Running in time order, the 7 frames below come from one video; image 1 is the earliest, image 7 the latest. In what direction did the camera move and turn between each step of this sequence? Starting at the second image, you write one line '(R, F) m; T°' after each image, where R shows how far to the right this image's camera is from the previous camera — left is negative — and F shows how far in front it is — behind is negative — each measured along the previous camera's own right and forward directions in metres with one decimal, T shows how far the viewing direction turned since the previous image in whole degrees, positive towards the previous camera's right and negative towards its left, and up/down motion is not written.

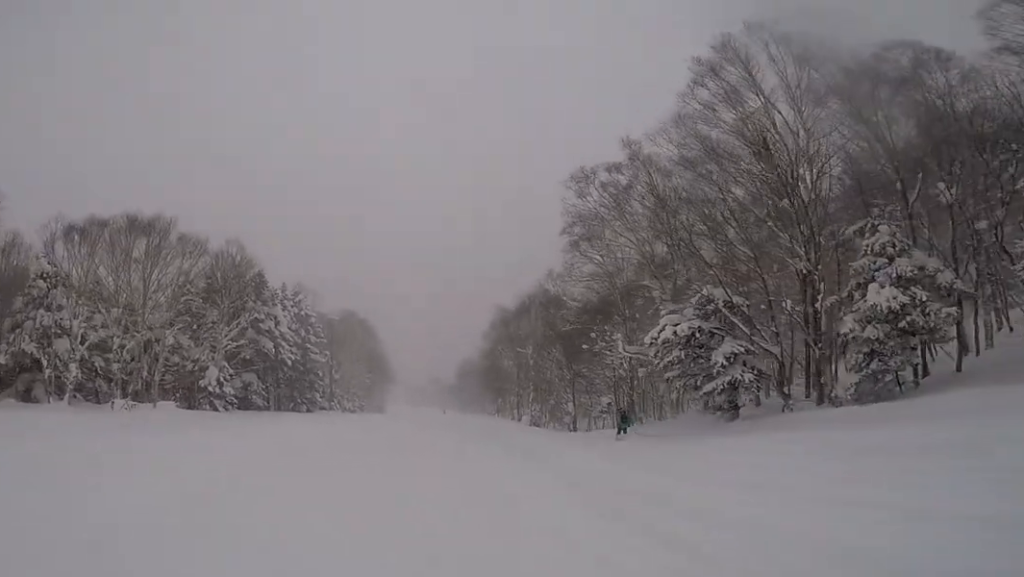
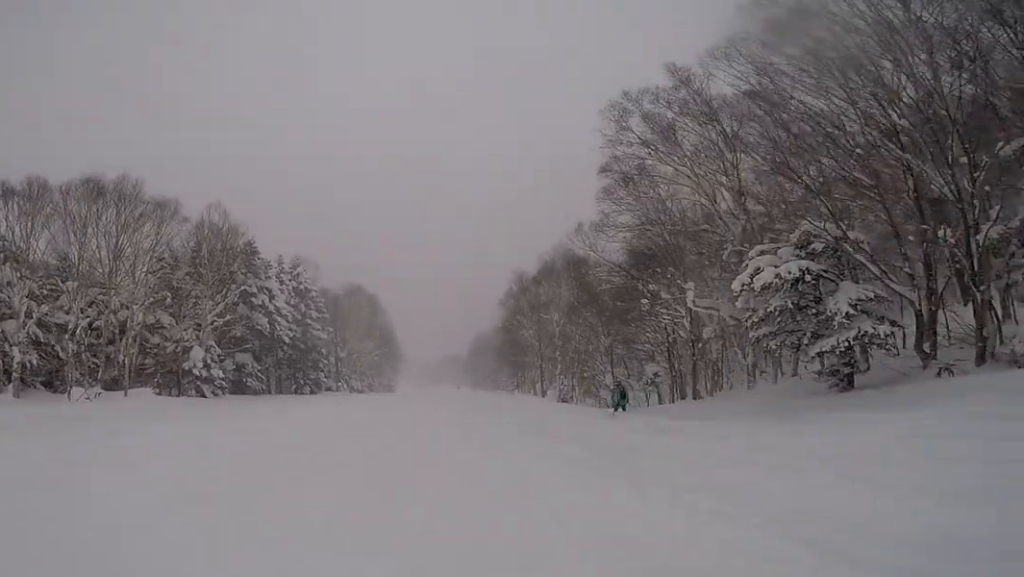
(-0.6, +4.3) m; 0°
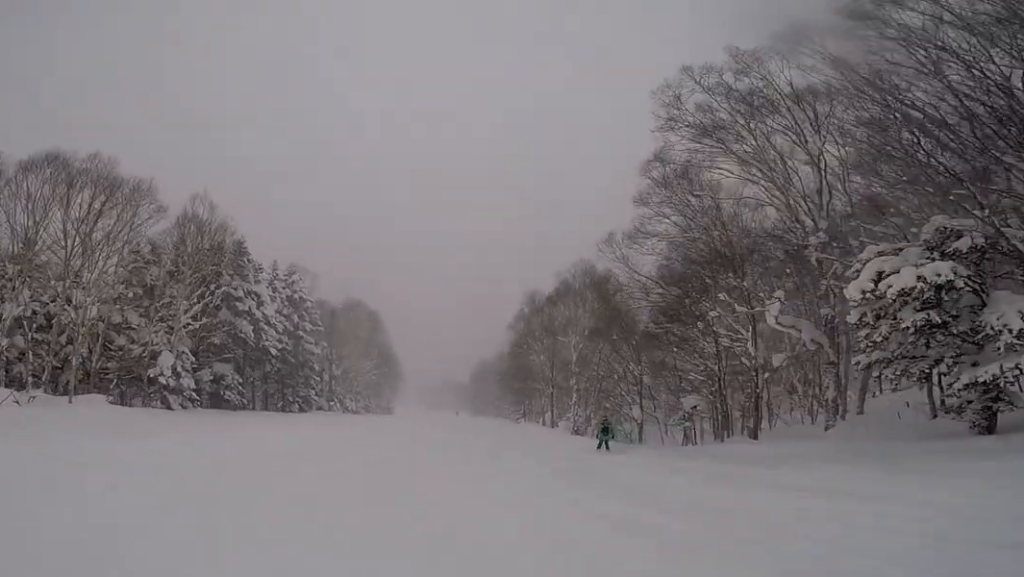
(+0.3, +3.9) m; 0°
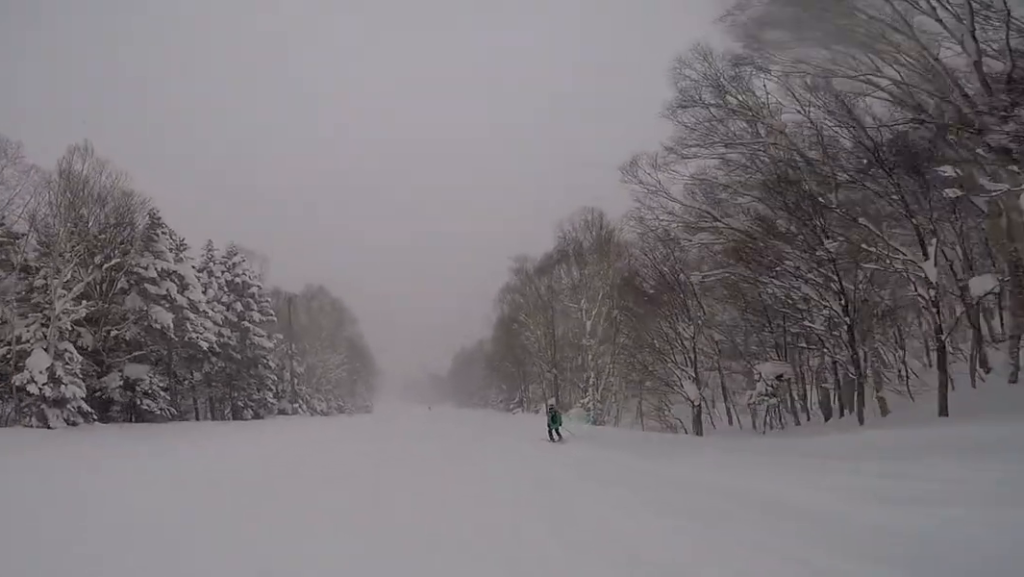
(+0.5, +7.5) m; 0°
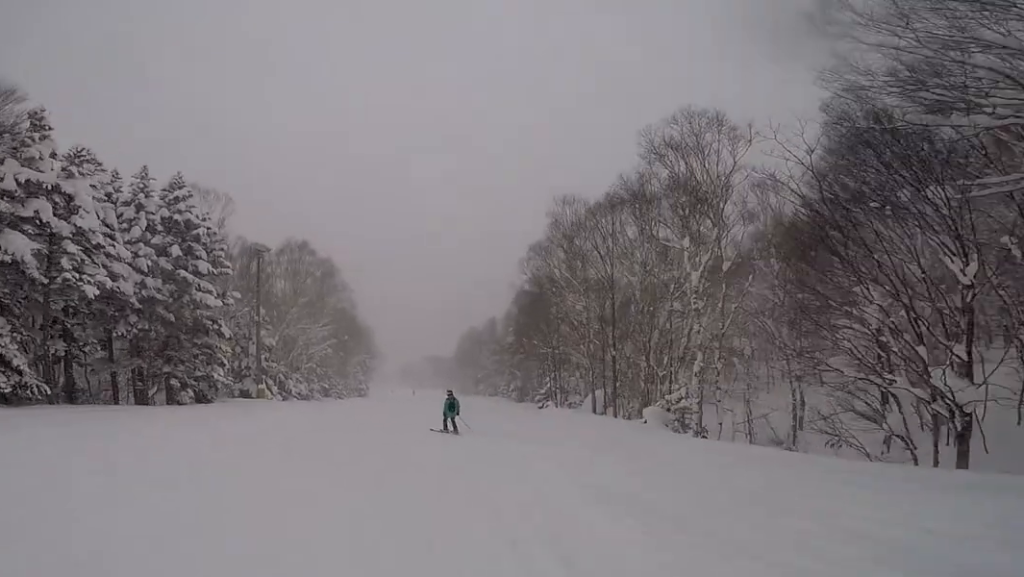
(-0.4, +10.2) m; +2°
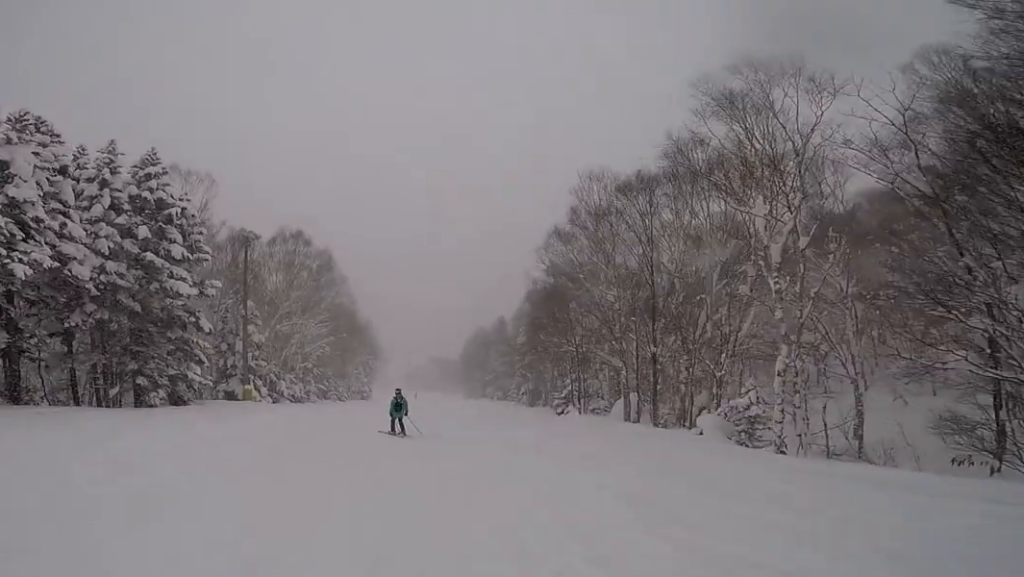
(+0.4, +3.9) m; +3°
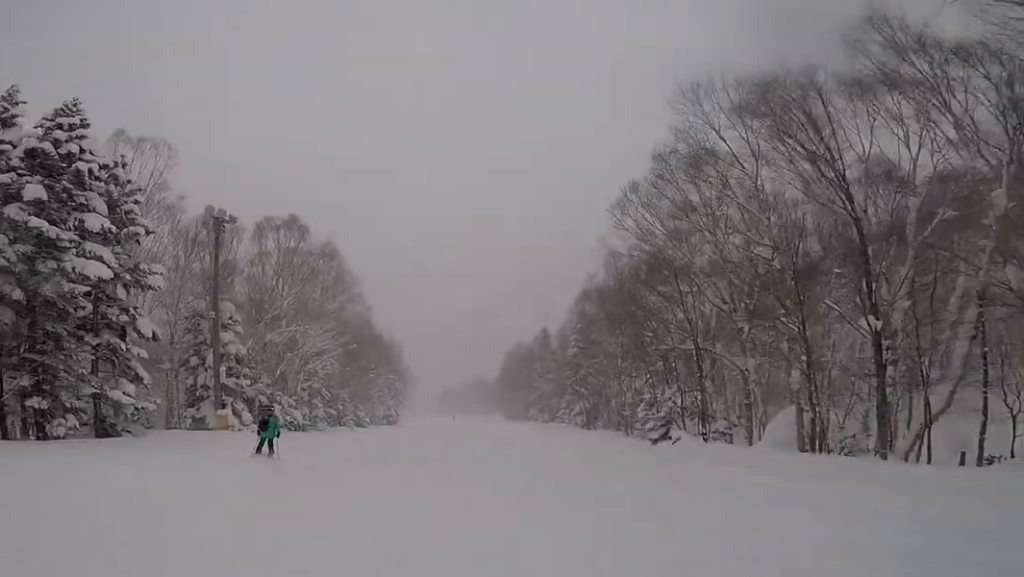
(-0.3, +9.3) m; 0°
